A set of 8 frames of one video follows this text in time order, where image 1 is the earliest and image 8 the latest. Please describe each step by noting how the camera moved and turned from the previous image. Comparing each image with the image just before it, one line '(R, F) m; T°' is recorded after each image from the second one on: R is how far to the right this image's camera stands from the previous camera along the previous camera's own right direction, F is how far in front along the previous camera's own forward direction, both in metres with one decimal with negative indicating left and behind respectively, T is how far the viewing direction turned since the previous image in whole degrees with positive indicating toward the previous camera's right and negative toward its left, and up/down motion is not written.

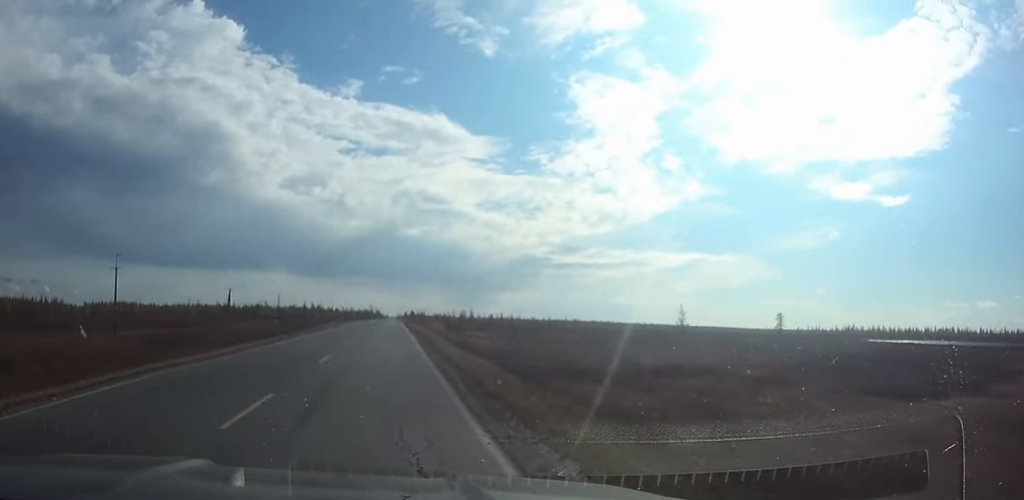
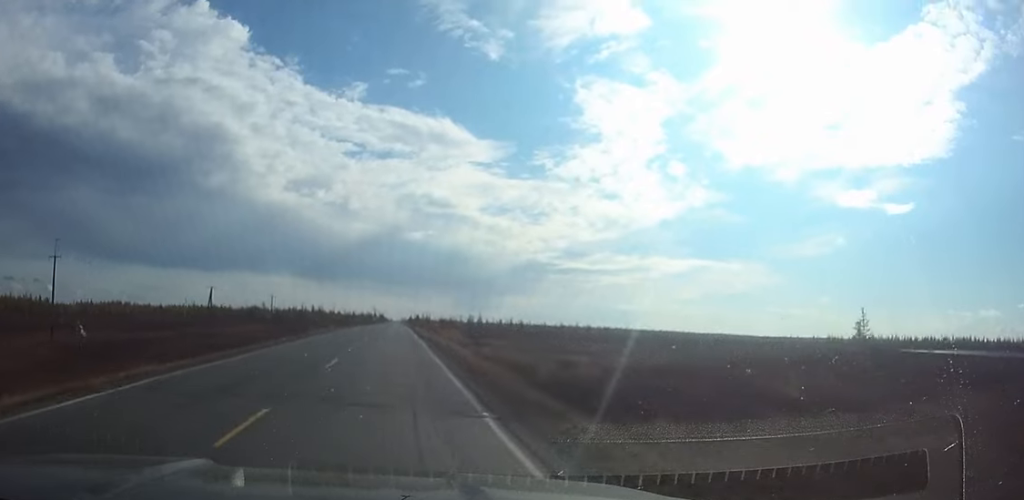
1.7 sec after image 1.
(0.0, +23.8) m; 0°
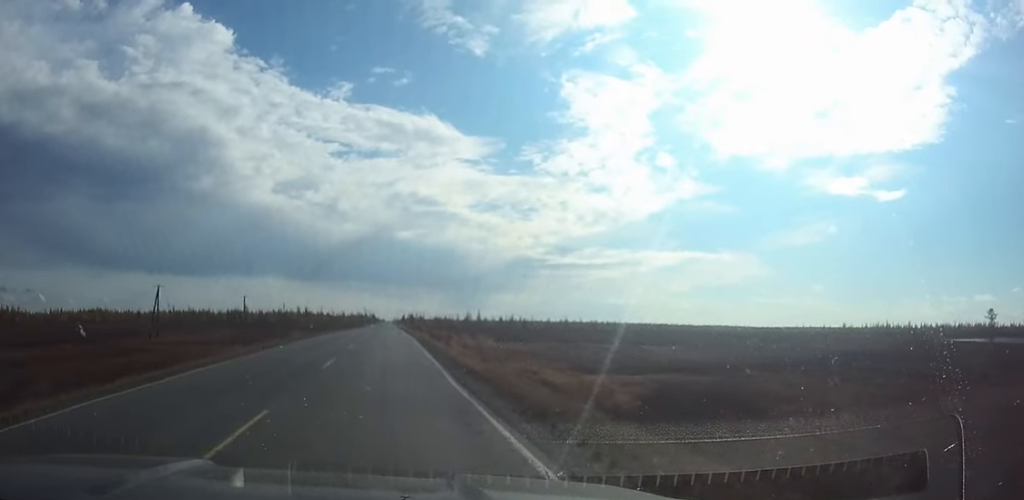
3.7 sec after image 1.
(+0.1, +33.6) m; 0°
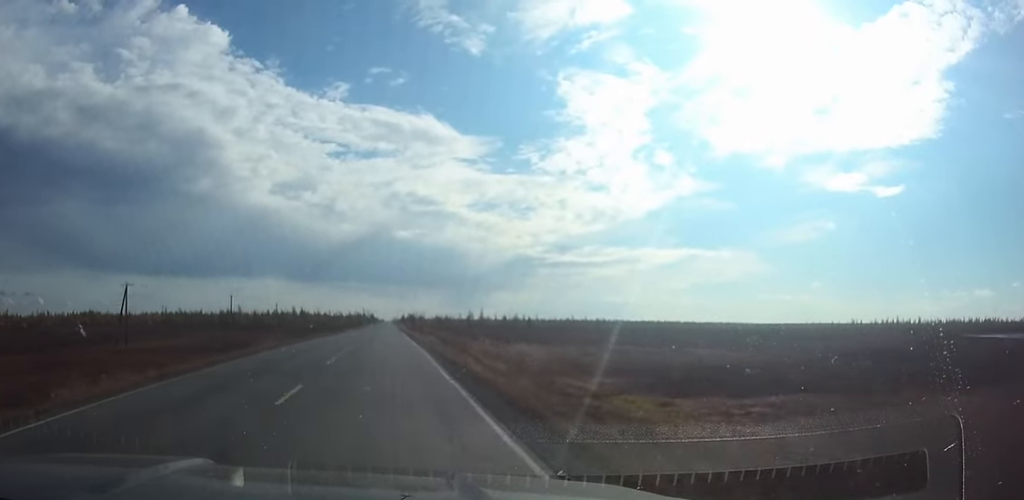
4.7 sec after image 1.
(0.0, +16.4) m; 0°
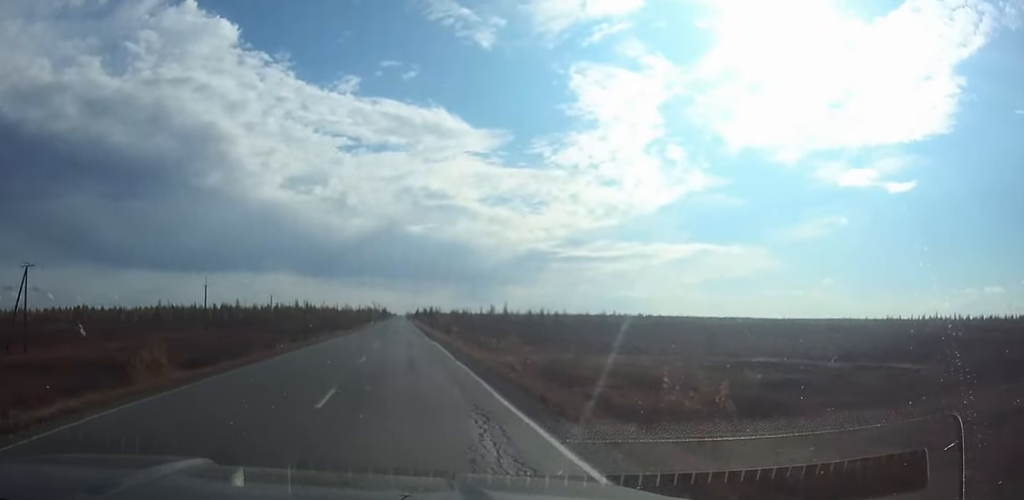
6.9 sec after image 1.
(-0.1, +40.5) m; 0°
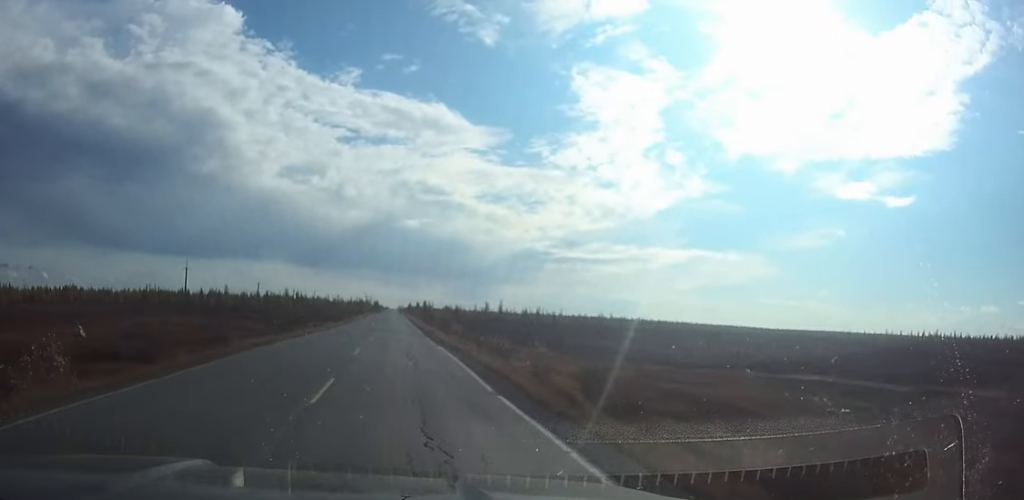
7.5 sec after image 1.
(0.0, +11.2) m; 0°
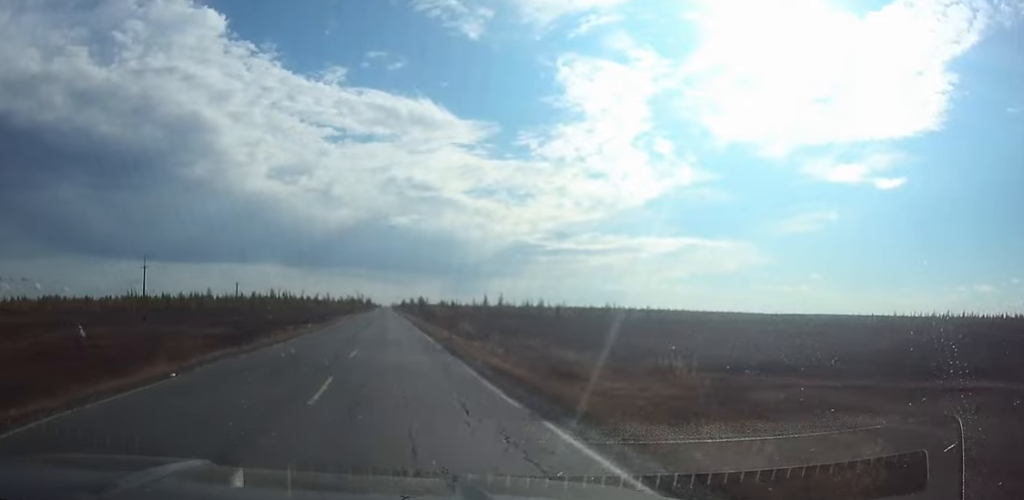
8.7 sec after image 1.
(+0.1, +22.3) m; 0°
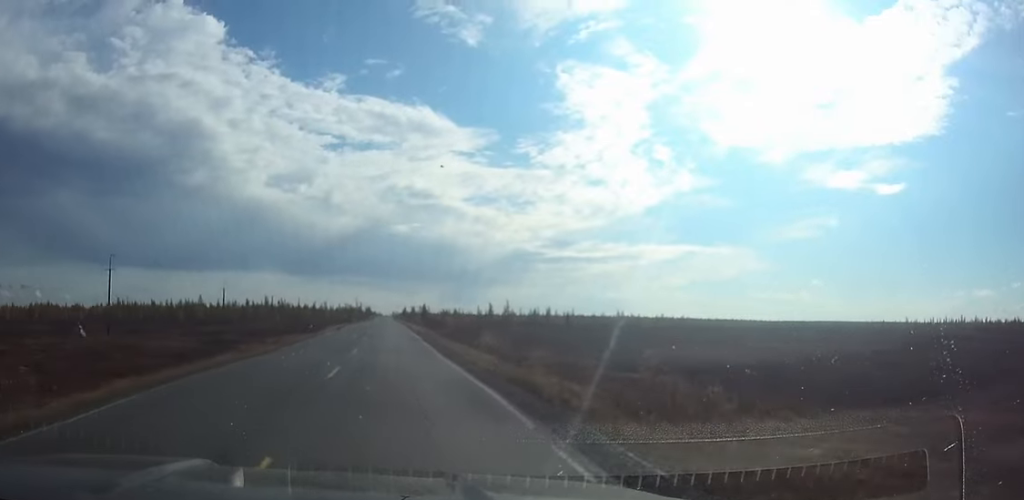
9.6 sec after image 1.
(0.0, +16.9) m; 0°
